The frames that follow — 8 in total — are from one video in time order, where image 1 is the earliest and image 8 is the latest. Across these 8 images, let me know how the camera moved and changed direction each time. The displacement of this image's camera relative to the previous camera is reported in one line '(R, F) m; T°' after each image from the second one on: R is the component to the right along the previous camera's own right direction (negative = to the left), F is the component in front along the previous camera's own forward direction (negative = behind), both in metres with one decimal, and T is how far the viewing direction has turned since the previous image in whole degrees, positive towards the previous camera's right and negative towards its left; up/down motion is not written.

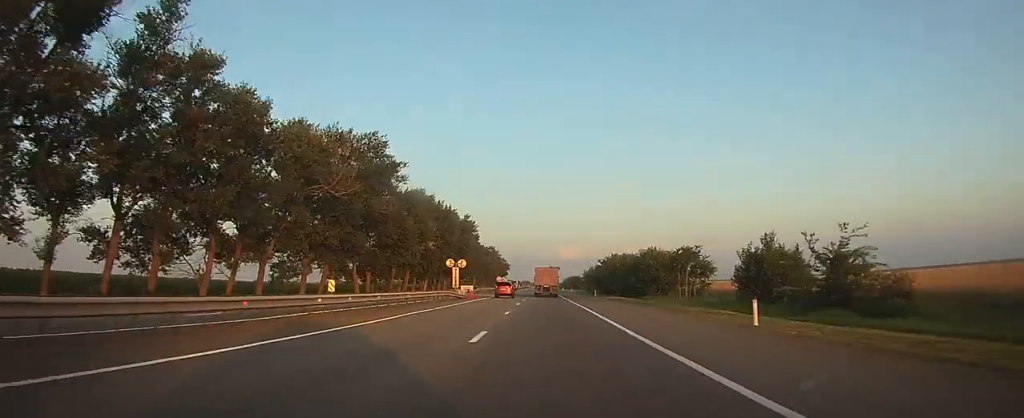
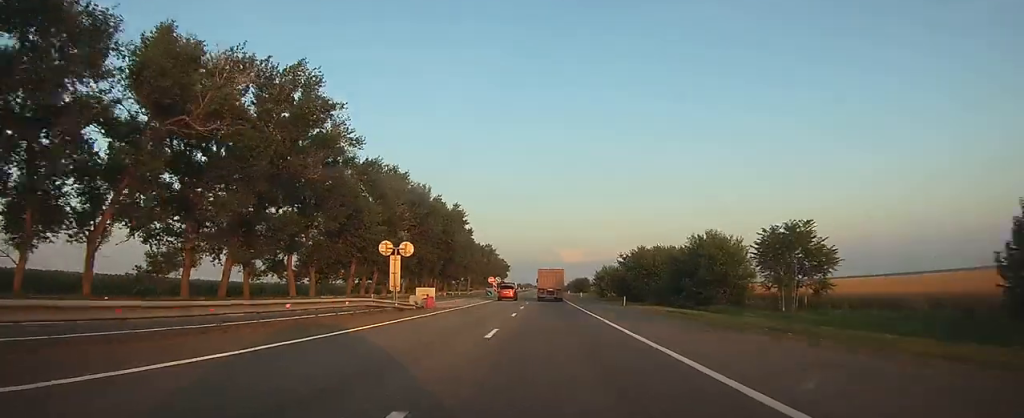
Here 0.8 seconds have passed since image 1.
(0.0, +22.1) m; 0°
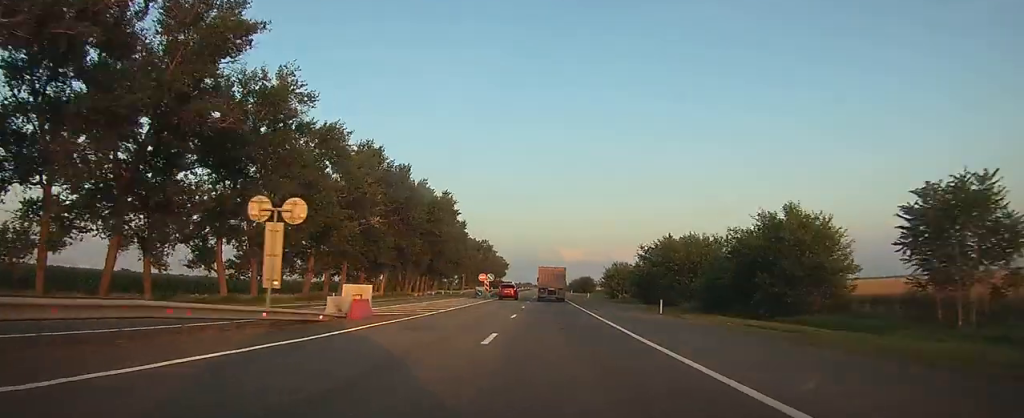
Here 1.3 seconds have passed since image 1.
(0.0, +13.7) m; 0°
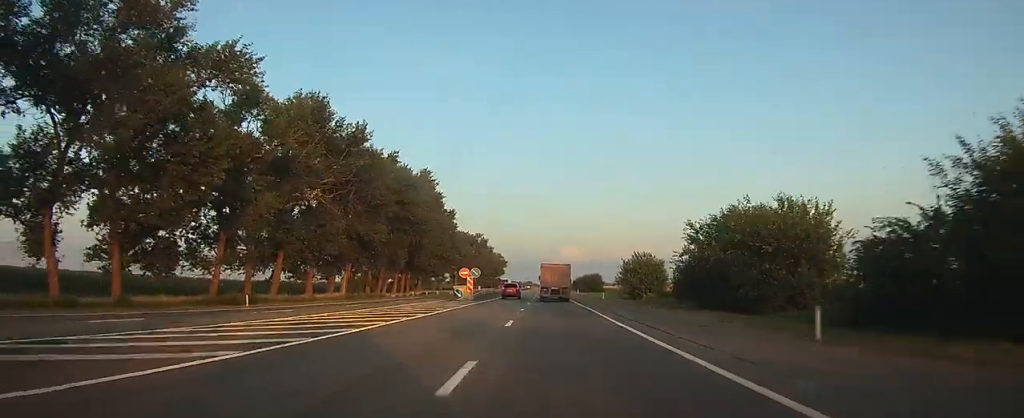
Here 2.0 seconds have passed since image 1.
(0.0, +18.3) m; 0°
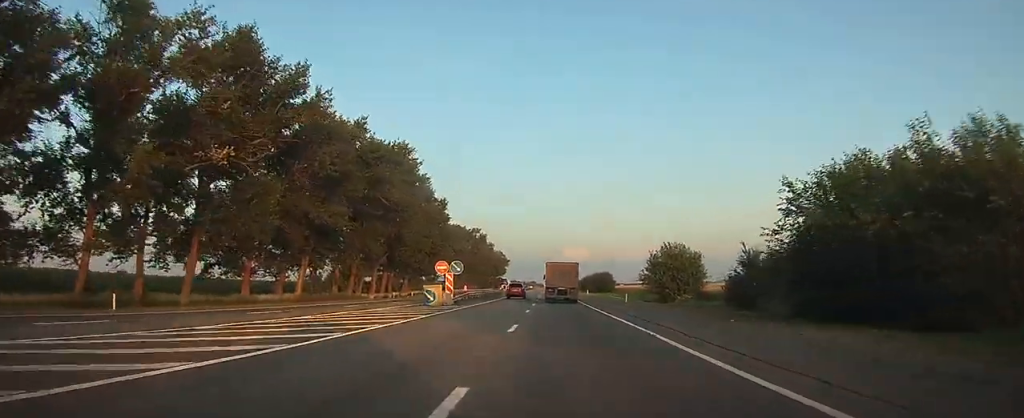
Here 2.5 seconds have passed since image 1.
(0.0, +14.6) m; 0°
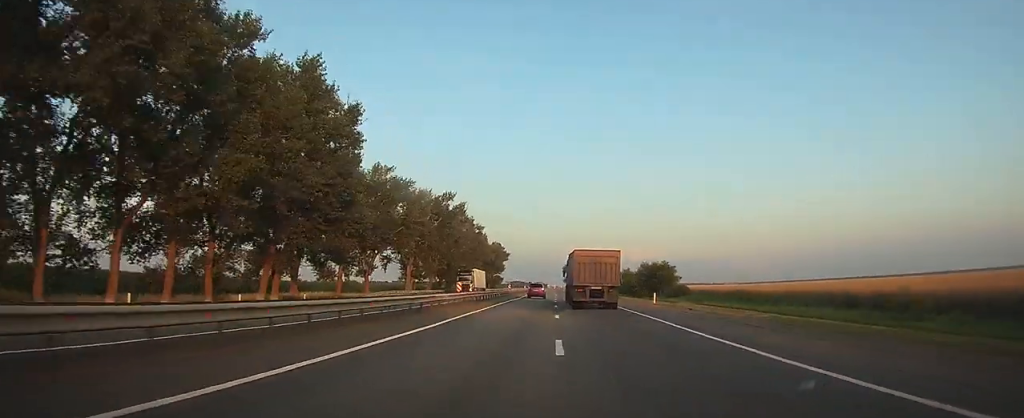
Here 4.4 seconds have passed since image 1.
(-0.3, +53.1) m; -1°
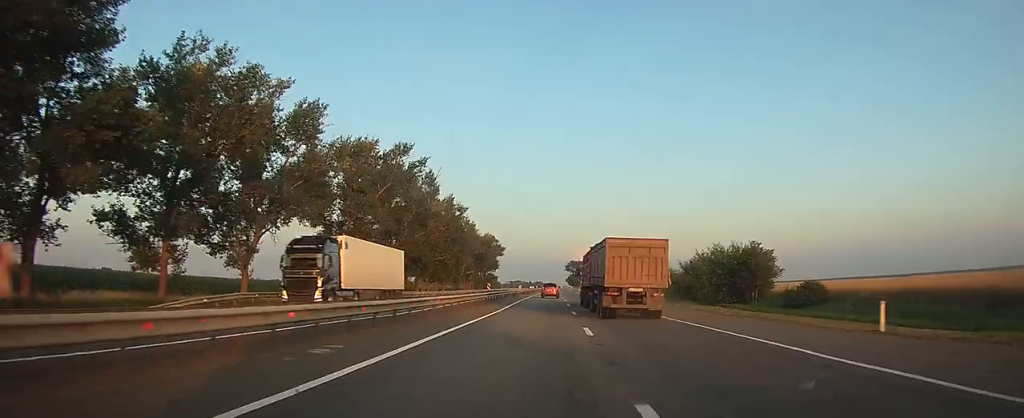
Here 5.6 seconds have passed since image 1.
(-0.1, +31.3) m; 0°
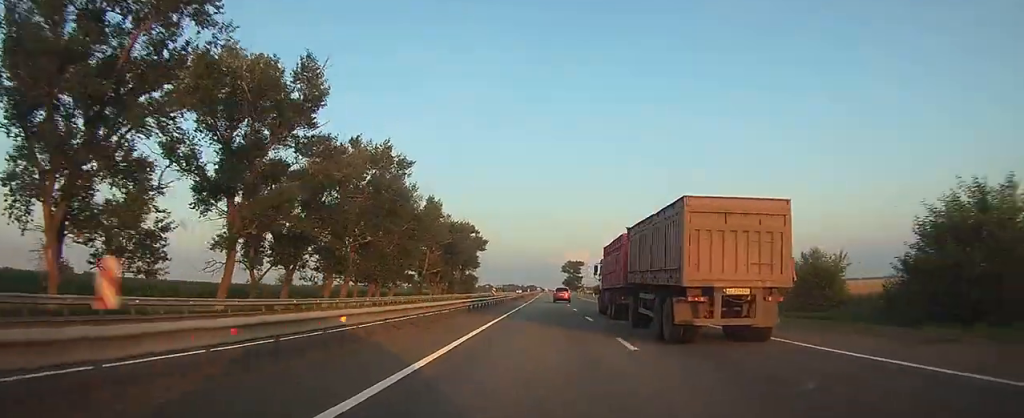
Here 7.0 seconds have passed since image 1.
(0.0, +38.9) m; 0°
